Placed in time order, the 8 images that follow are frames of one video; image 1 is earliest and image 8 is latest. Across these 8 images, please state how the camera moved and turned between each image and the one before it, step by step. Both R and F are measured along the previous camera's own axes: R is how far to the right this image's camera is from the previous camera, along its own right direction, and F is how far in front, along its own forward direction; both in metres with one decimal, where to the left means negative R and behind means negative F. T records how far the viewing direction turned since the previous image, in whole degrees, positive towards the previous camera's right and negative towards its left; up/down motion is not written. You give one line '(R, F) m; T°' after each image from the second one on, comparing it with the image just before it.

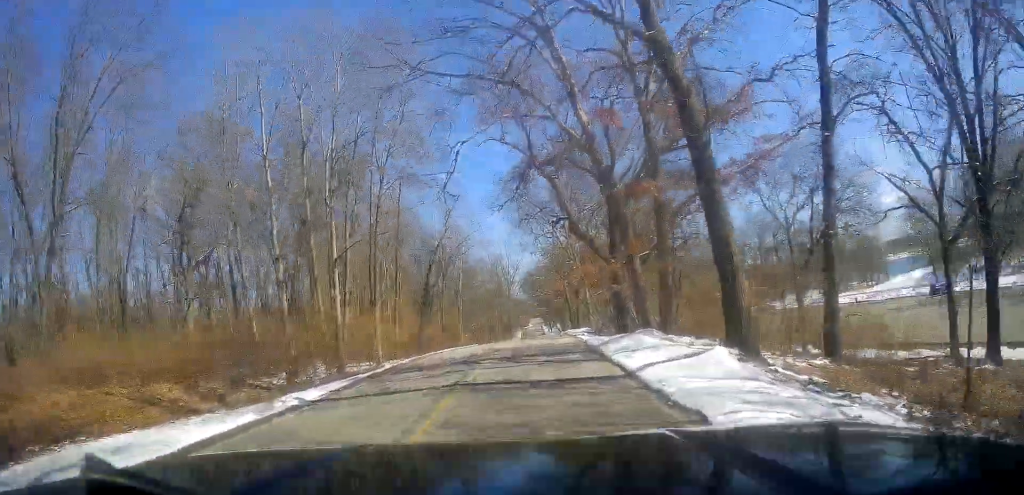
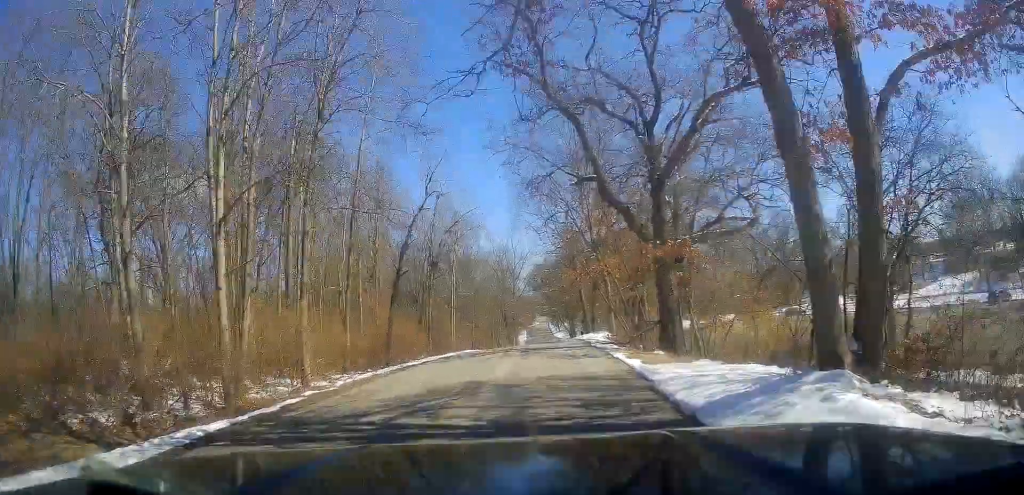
(+0.5, +12.0) m; -1°
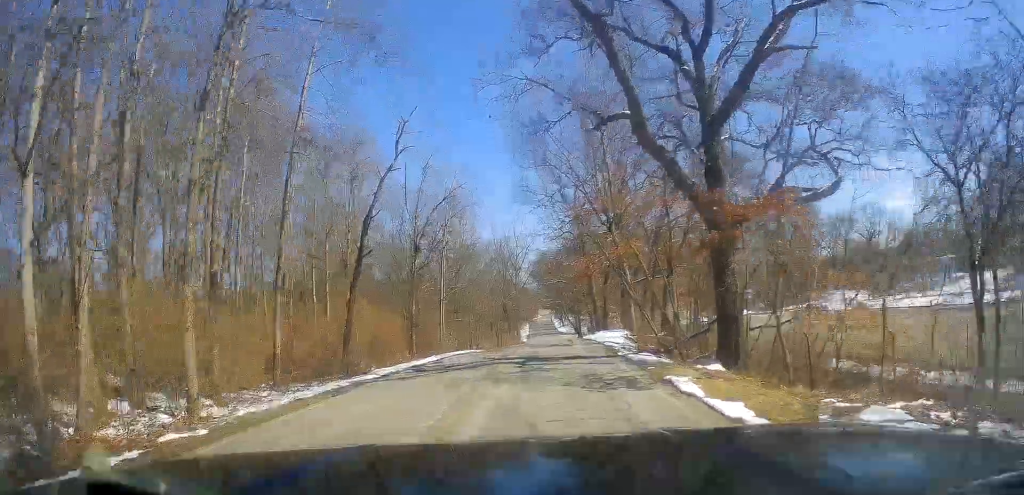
(-0.5, +8.2) m; -5°
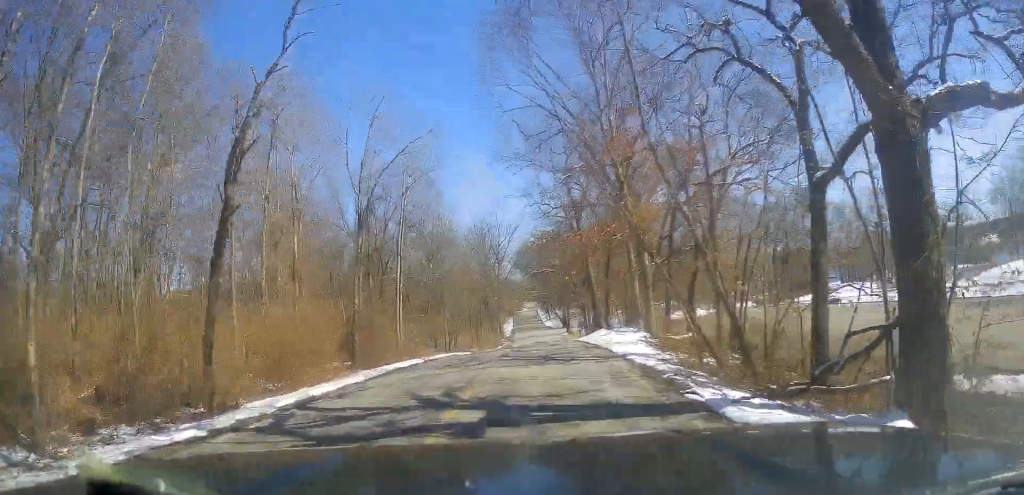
(-0.5, +11.1) m; +2°
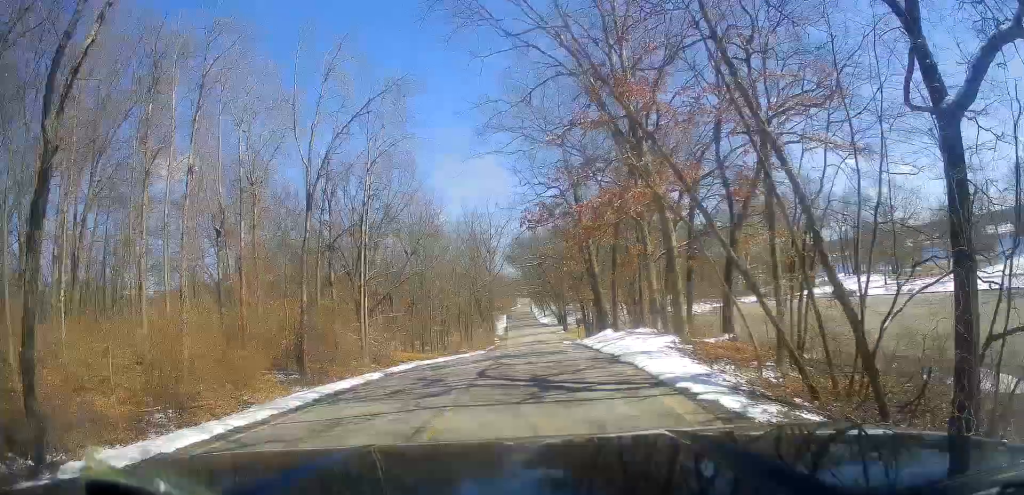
(+0.6, +6.9) m; +4°
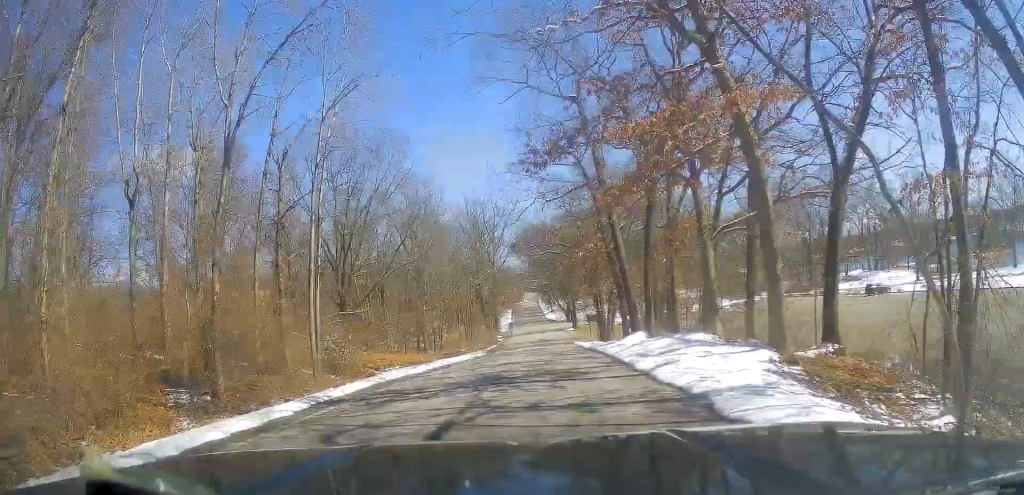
(+0.3, +8.5) m; +1°
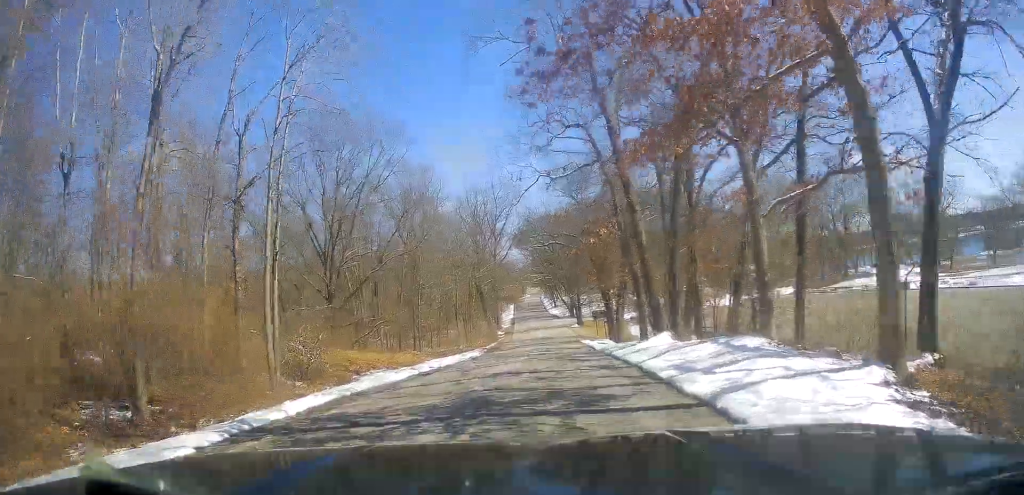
(+0.1, +4.6) m; -1°
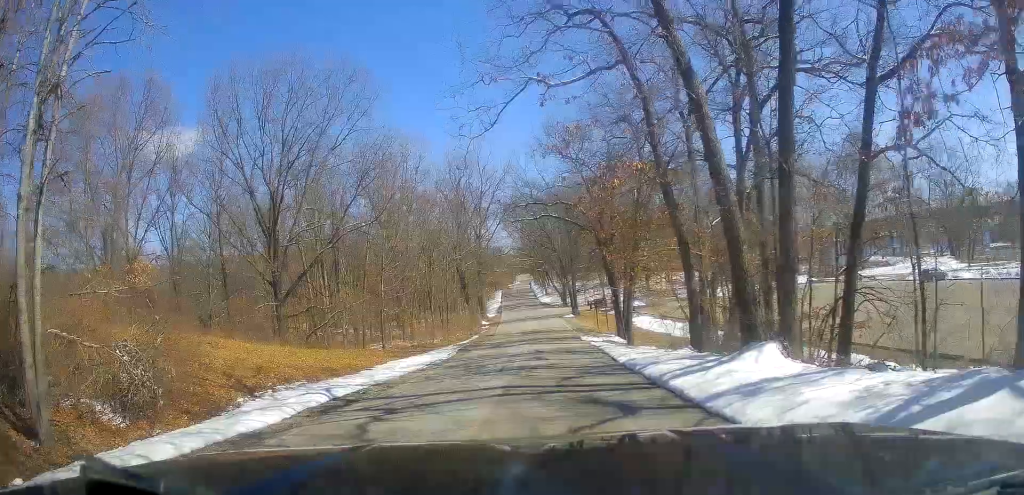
(-0.3, +10.9) m; -2°
